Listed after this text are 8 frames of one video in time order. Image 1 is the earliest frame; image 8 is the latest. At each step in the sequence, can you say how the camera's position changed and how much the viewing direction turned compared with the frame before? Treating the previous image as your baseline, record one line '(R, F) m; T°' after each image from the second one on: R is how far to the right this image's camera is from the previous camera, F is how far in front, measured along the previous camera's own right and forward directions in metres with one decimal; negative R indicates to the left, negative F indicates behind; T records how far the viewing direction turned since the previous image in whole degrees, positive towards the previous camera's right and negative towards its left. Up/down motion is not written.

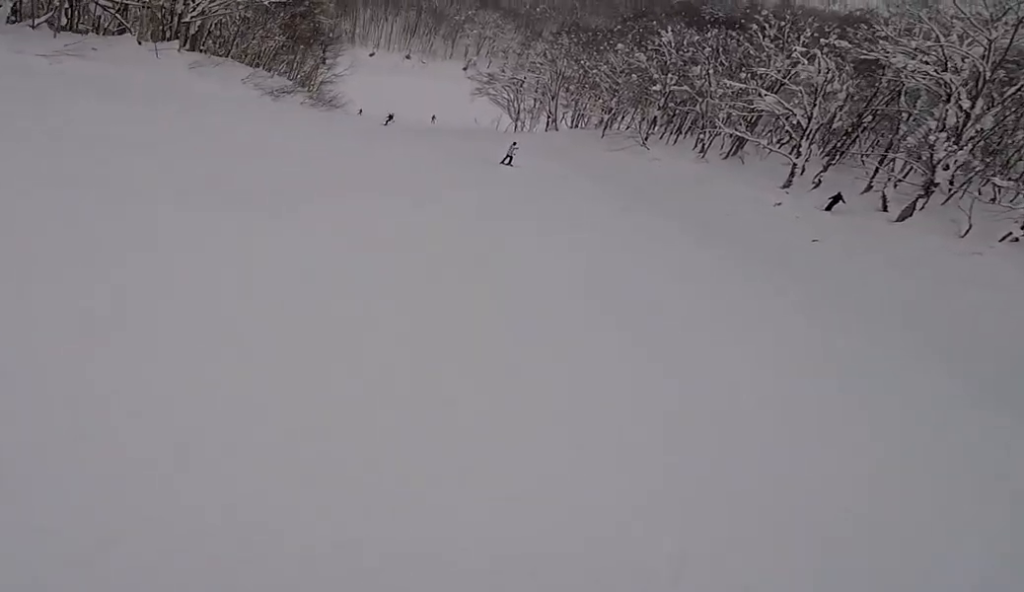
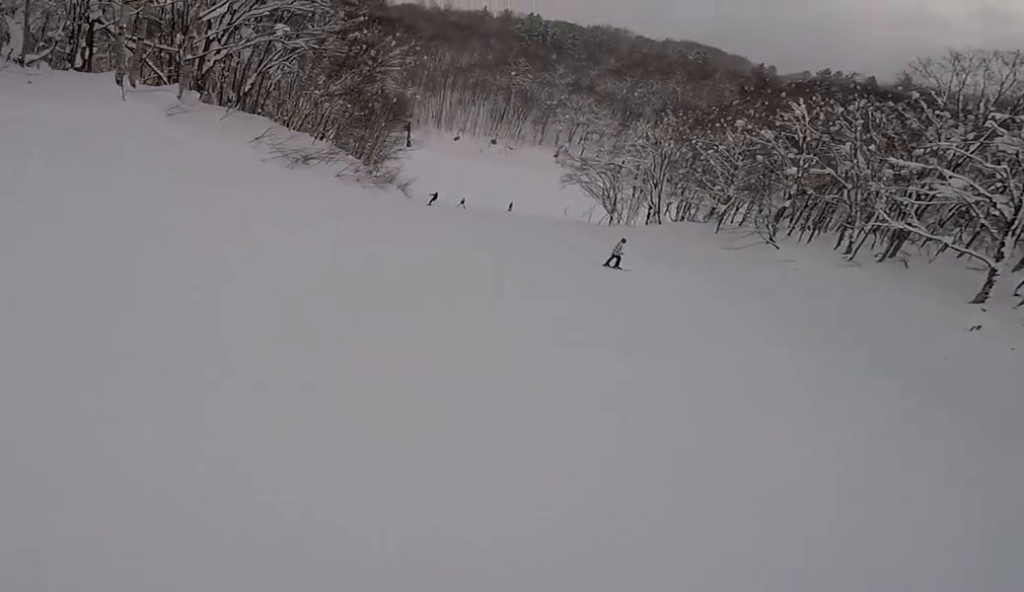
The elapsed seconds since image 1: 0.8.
(-0.7, +6.6) m; -7°
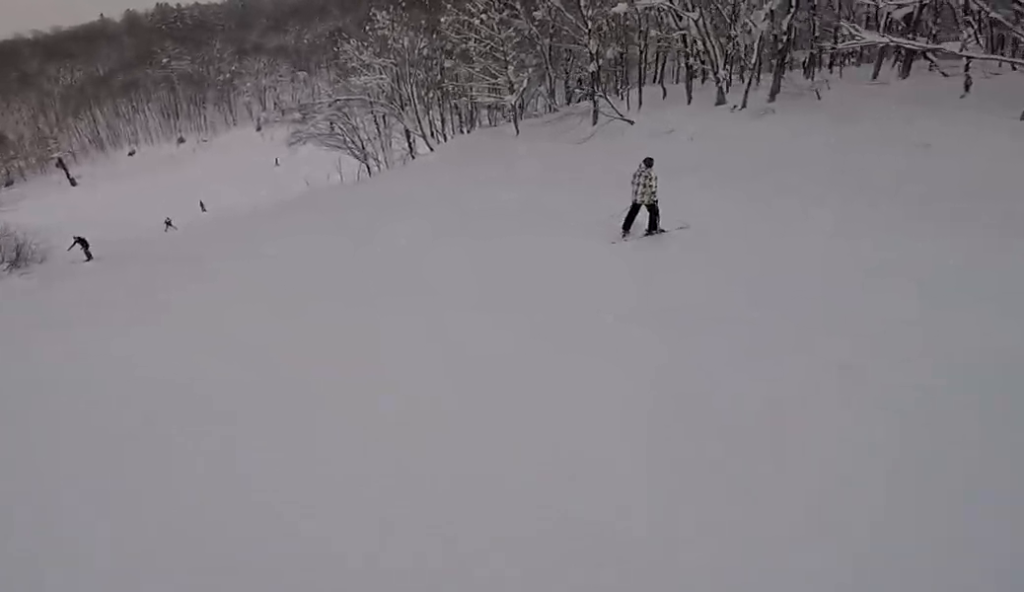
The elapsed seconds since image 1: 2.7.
(+1.1, +18.3) m; +8°
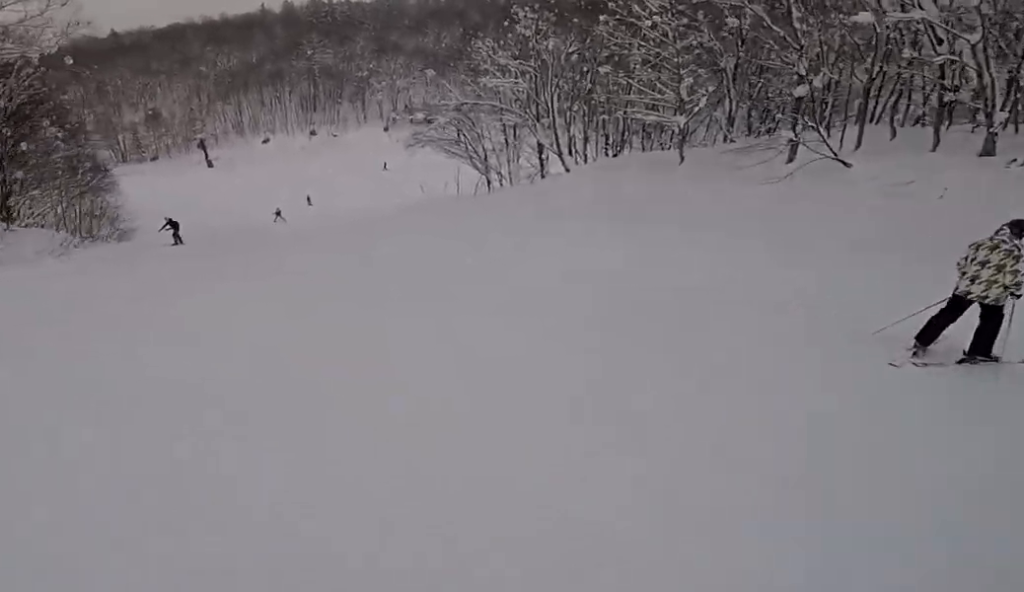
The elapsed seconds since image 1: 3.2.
(+0.7, +4.0) m; 0°
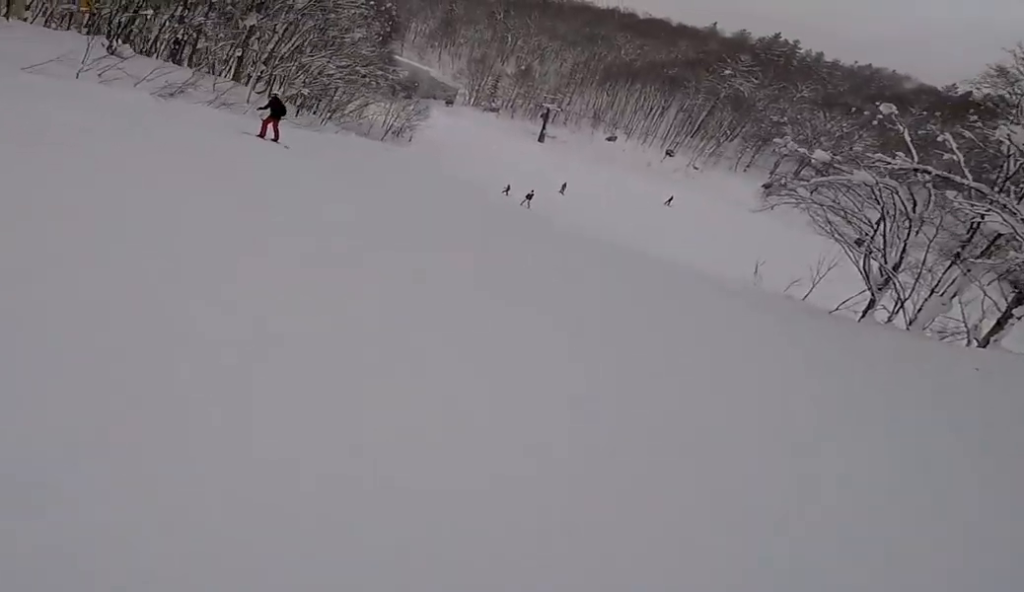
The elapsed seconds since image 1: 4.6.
(-3.9, +13.4) m; -23°
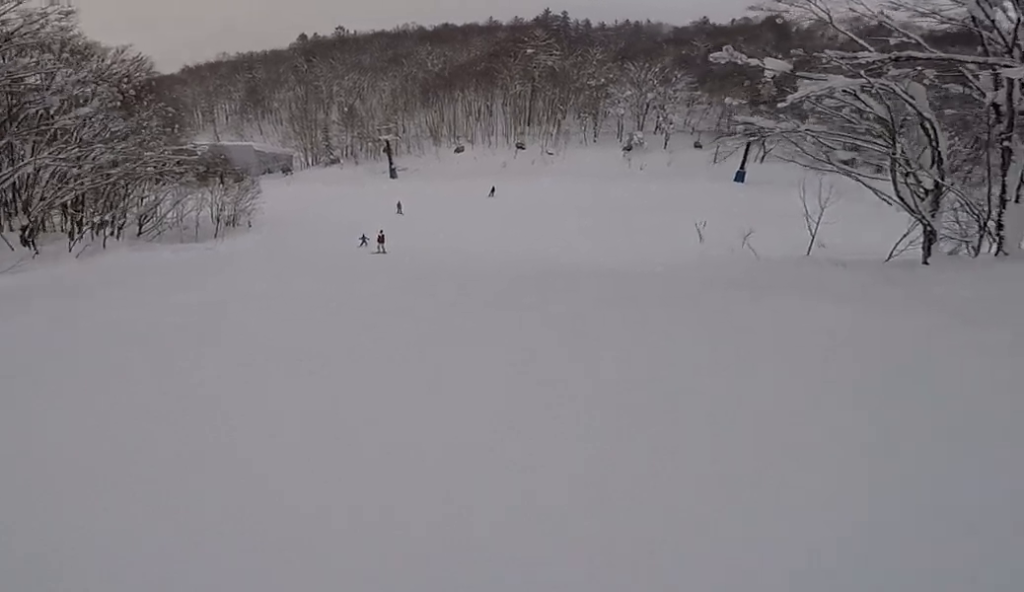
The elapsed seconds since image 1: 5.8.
(-0.5, +11.9) m; +2°
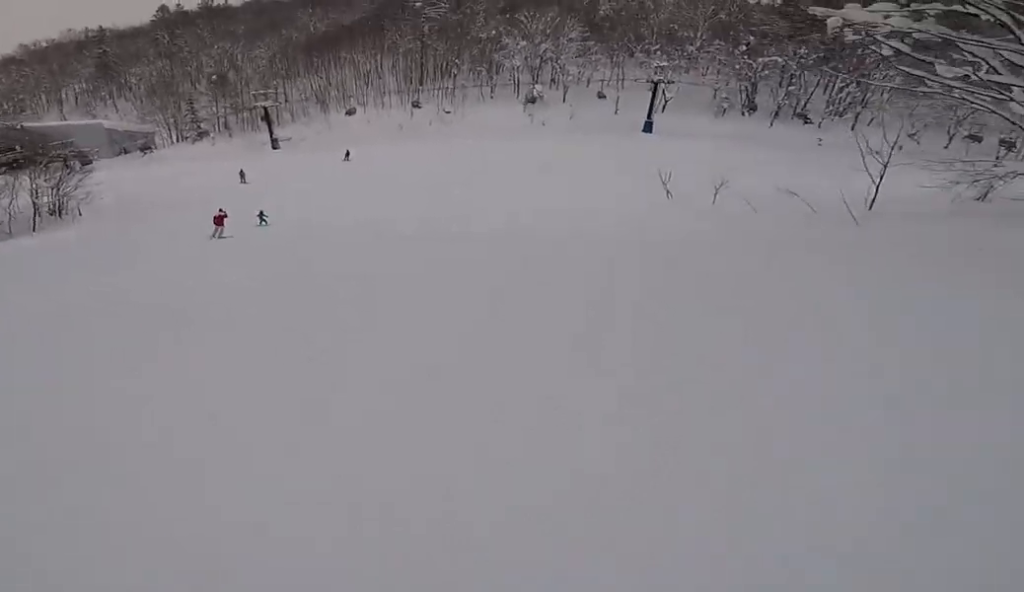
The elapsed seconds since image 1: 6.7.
(+0.6, +10.3) m; +8°
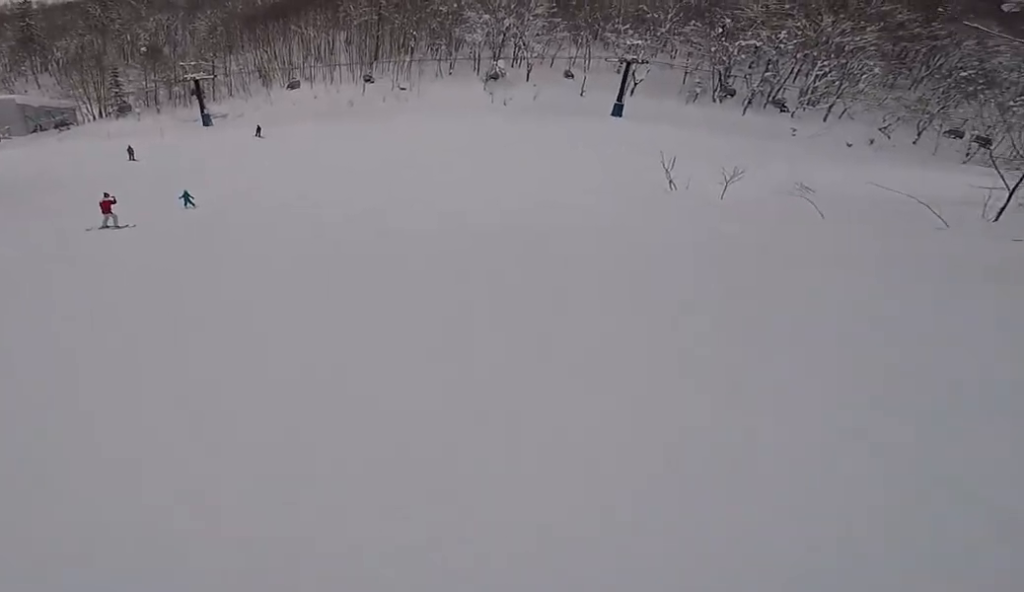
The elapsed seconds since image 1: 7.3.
(-0.1, +6.4) m; +4°
